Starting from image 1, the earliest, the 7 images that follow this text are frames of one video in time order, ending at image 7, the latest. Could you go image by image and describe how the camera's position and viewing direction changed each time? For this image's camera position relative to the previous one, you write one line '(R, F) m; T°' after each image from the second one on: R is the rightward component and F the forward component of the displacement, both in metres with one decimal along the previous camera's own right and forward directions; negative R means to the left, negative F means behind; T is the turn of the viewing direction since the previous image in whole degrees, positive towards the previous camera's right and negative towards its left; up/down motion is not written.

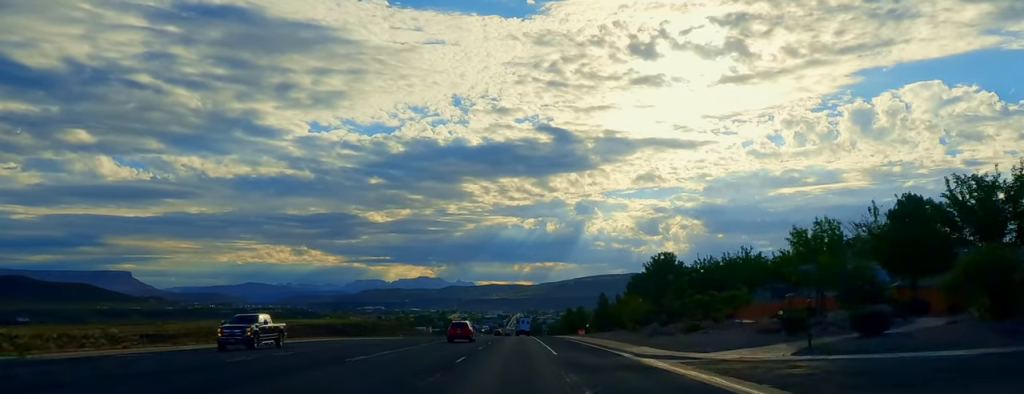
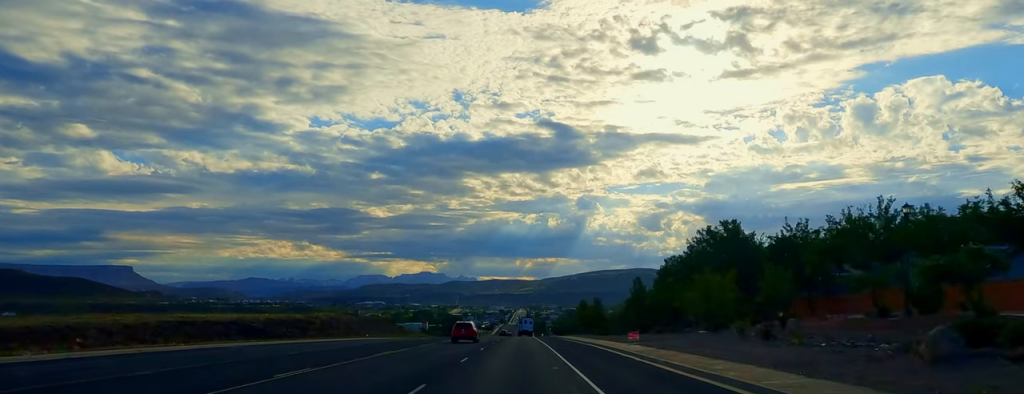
(0.0, +36.1) m; 0°
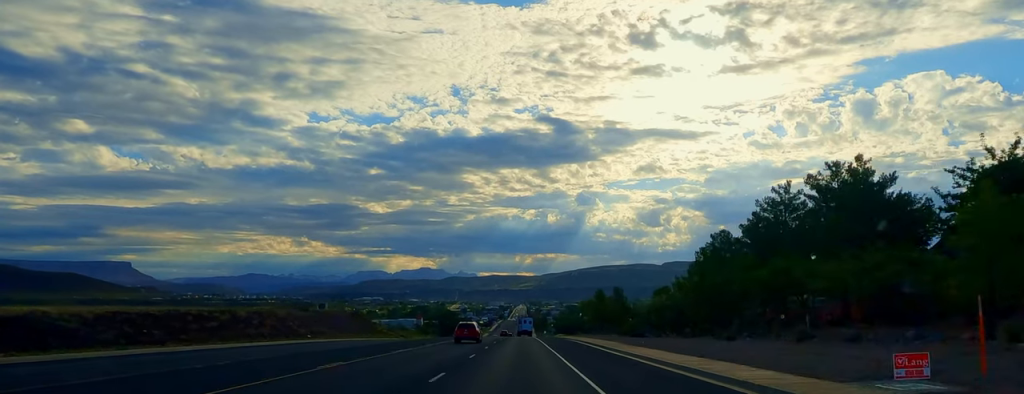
(0.0, +32.3) m; 0°
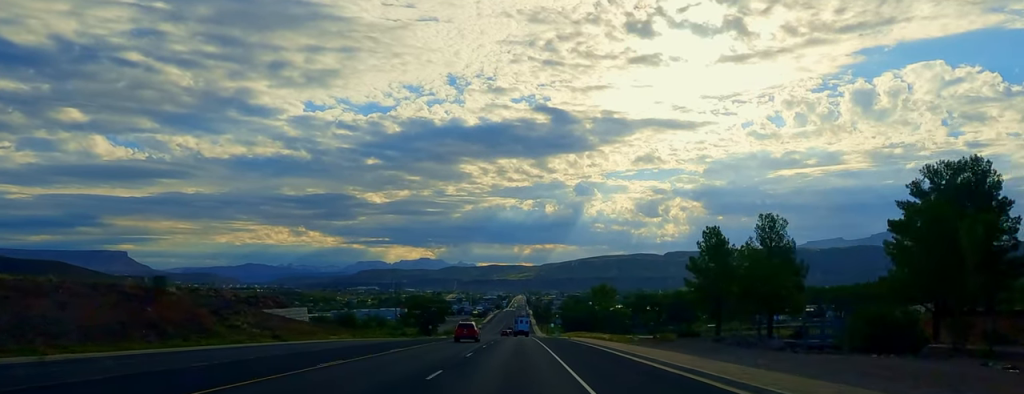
(0.0, +71.6) m; 0°
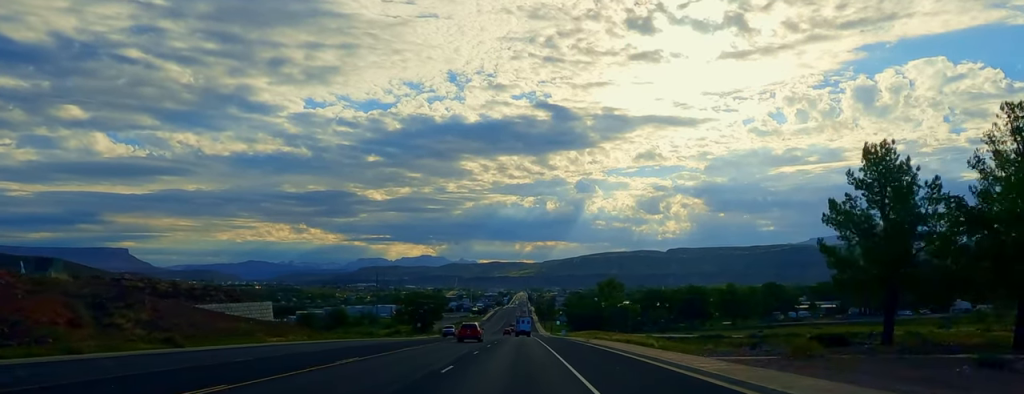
(0.0, +22.2) m; 0°
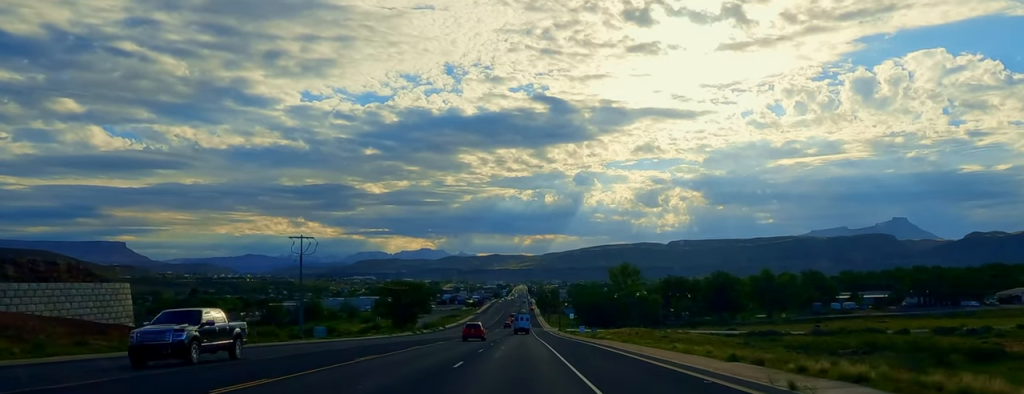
(0.0, +46.3) m; 0°
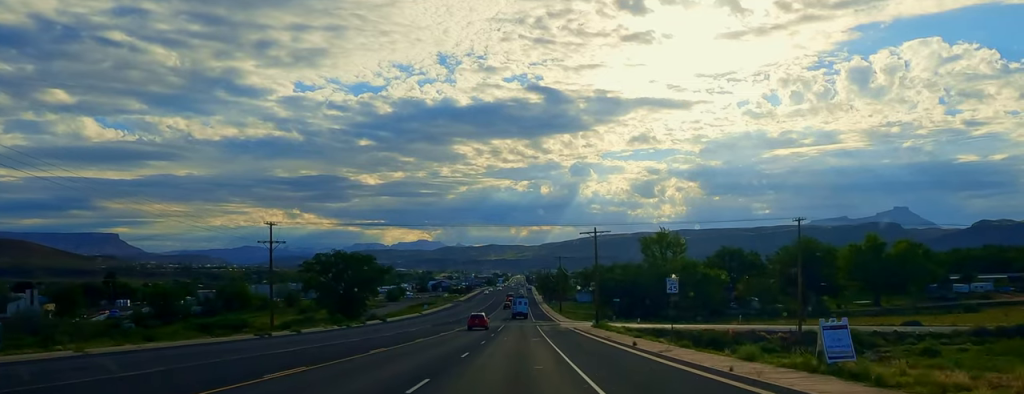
(-0.7, +82.3) m; -2°
